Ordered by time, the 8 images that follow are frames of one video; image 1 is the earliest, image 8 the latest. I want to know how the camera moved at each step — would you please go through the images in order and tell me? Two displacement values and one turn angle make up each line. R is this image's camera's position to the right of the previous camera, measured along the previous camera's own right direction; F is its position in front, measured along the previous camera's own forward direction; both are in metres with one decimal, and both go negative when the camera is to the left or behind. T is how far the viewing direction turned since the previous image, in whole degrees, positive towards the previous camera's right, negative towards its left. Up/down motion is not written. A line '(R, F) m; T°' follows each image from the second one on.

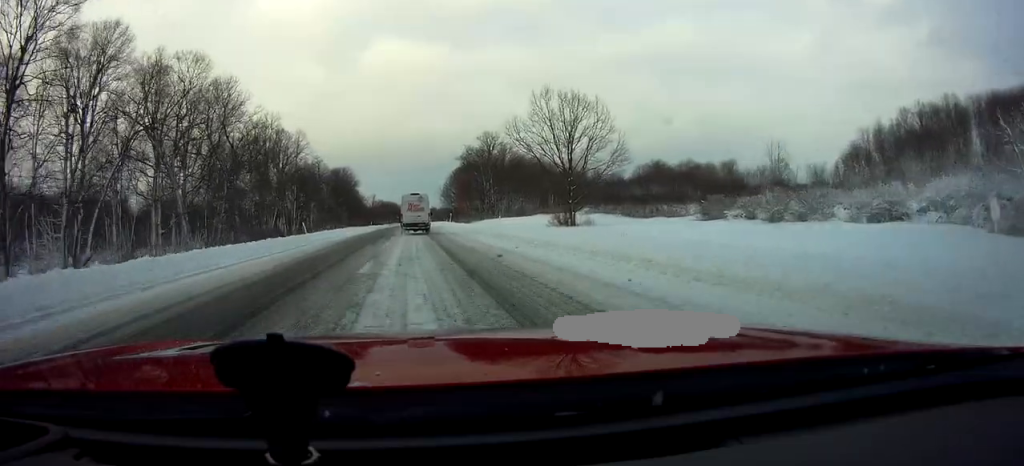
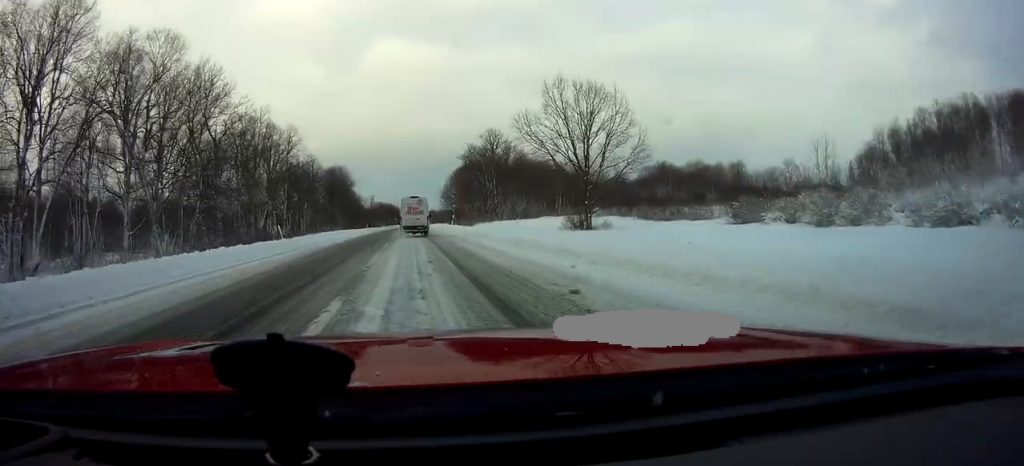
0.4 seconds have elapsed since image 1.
(0.0, +7.1) m; 0°
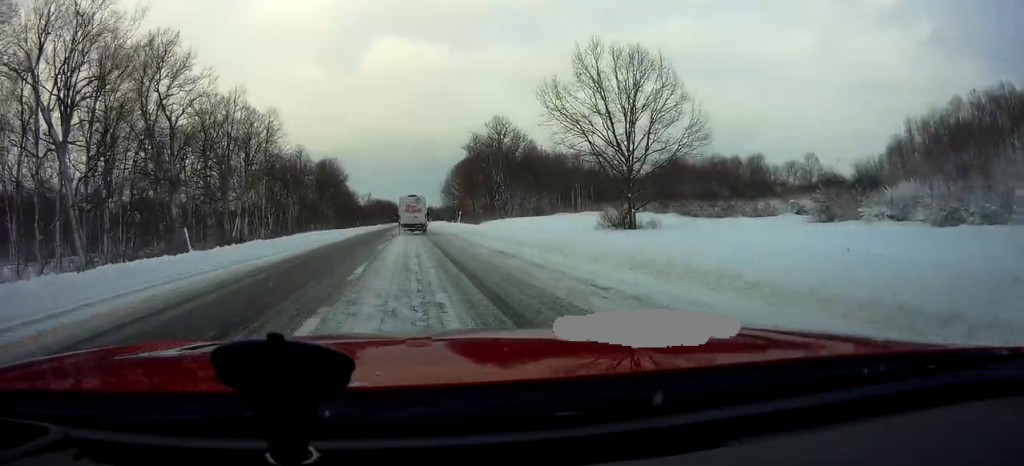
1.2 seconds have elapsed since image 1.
(-0.8, +13.6) m; 0°
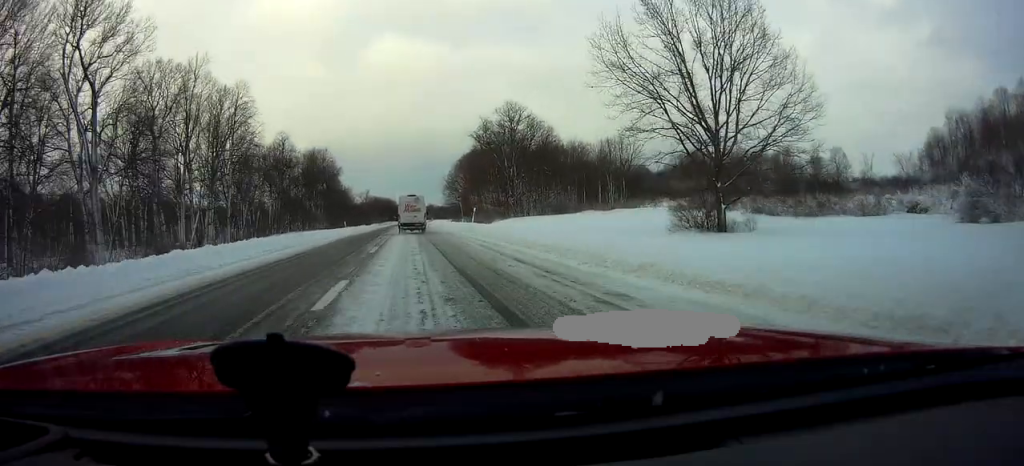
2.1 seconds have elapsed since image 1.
(+0.8, +16.0) m; +3°
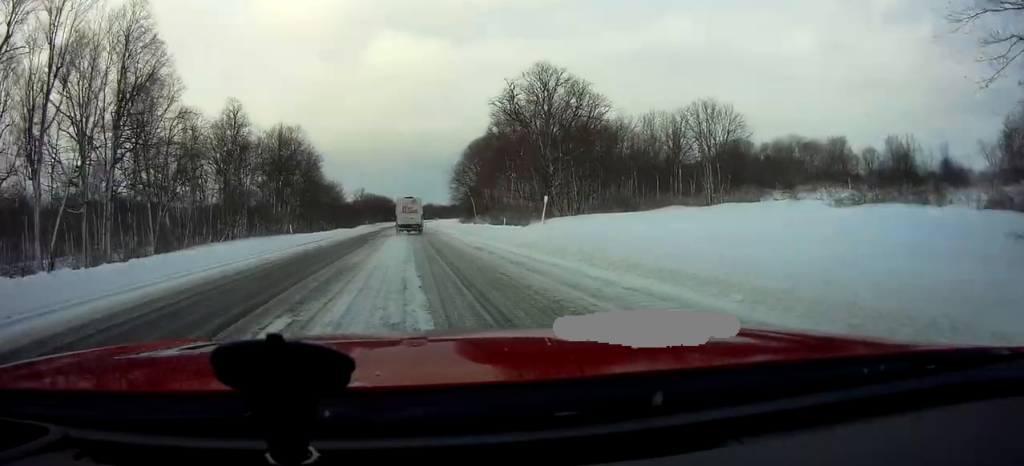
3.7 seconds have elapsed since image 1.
(-0.1, +28.5) m; -2°
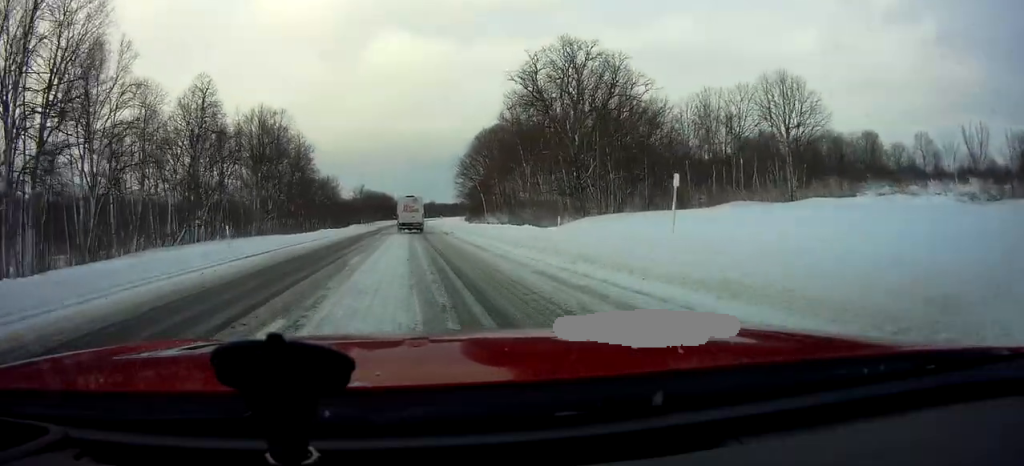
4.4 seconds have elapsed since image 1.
(-0.2, +12.6) m; -1°
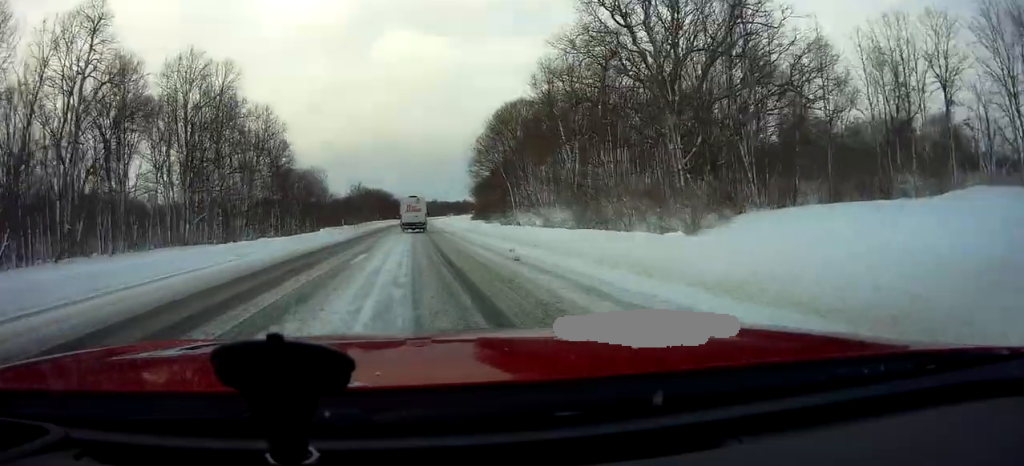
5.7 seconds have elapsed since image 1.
(0.0, +24.7) m; +1°
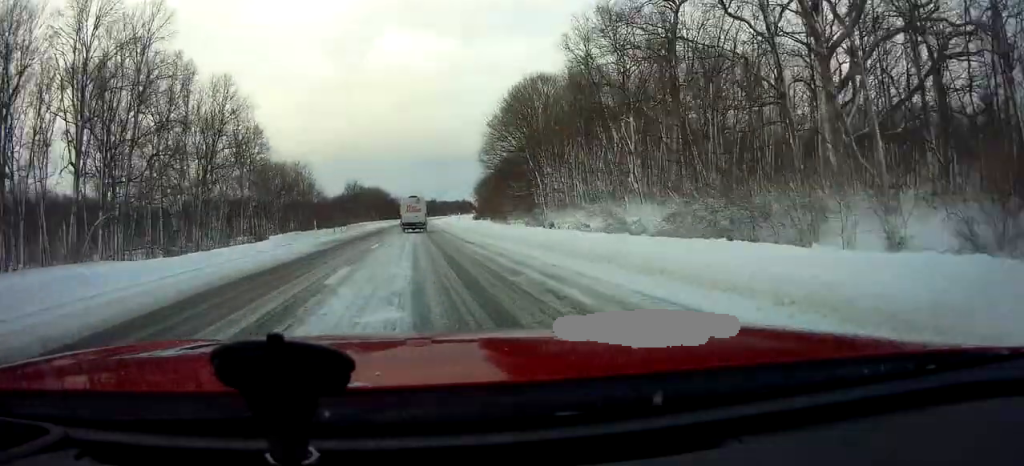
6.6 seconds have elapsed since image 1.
(+0.2, +16.5) m; +1°
